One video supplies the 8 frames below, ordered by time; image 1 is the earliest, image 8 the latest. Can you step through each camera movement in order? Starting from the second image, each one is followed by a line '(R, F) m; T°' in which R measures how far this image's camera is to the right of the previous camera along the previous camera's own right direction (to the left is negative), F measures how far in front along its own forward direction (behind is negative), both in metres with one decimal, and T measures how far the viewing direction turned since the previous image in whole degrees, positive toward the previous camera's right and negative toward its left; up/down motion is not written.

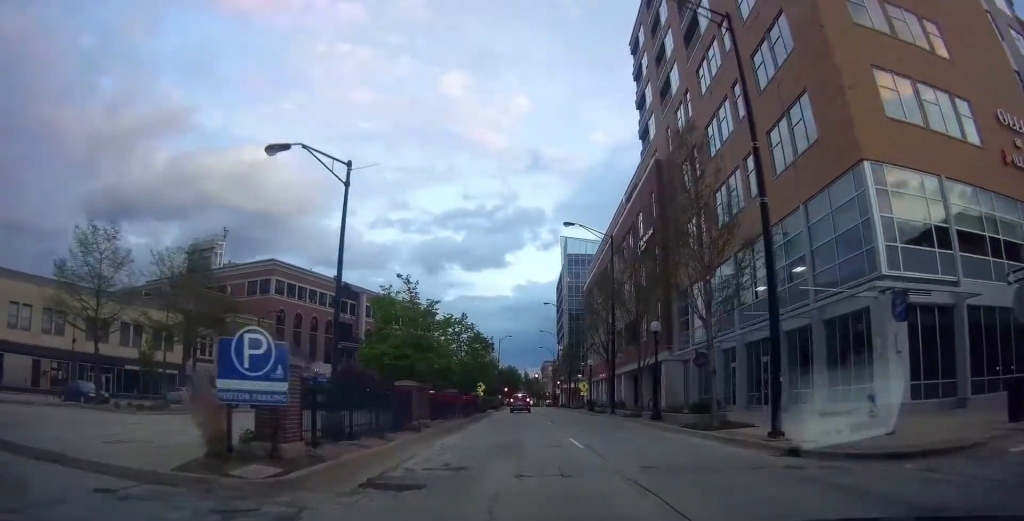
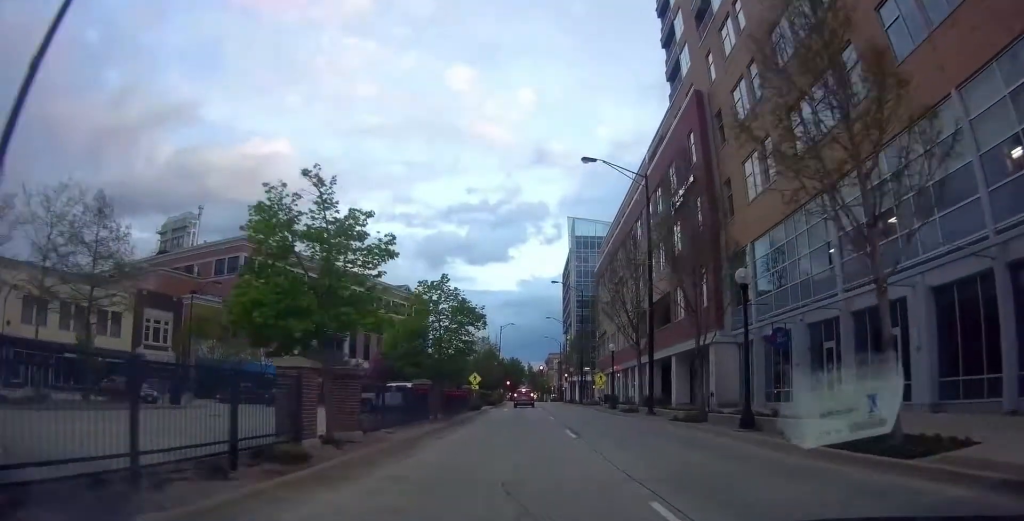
(0.0, +10.3) m; -1°
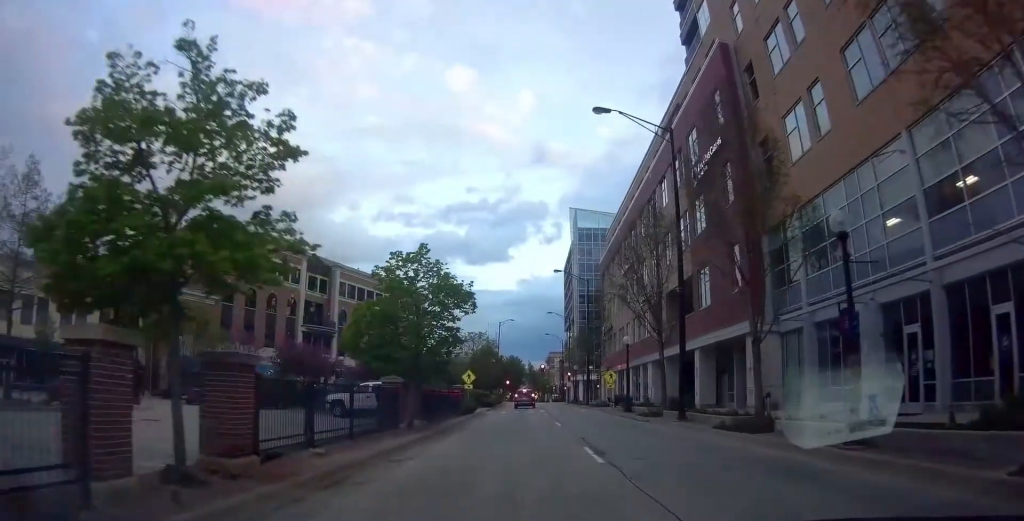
(-0.1, +5.9) m; -1°
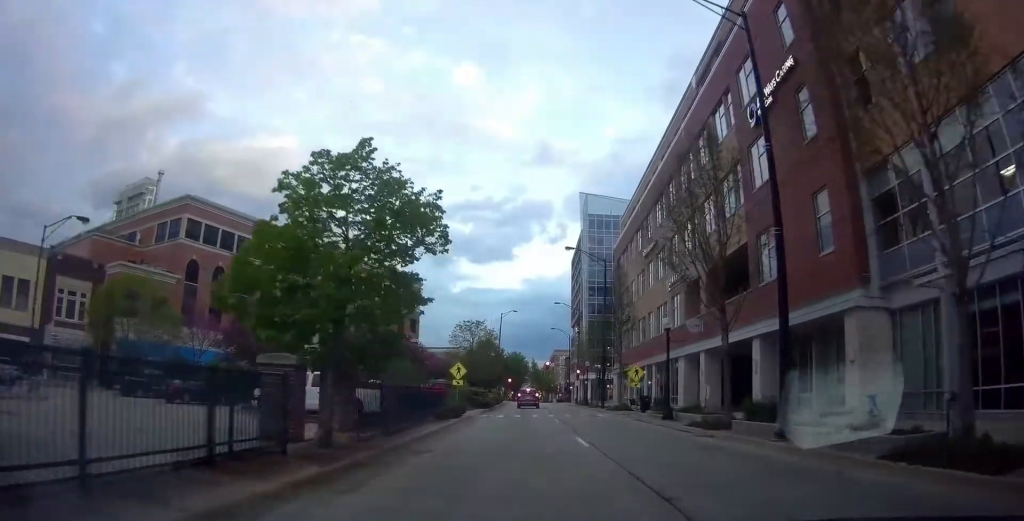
(0.0, +8.7) m; 0°
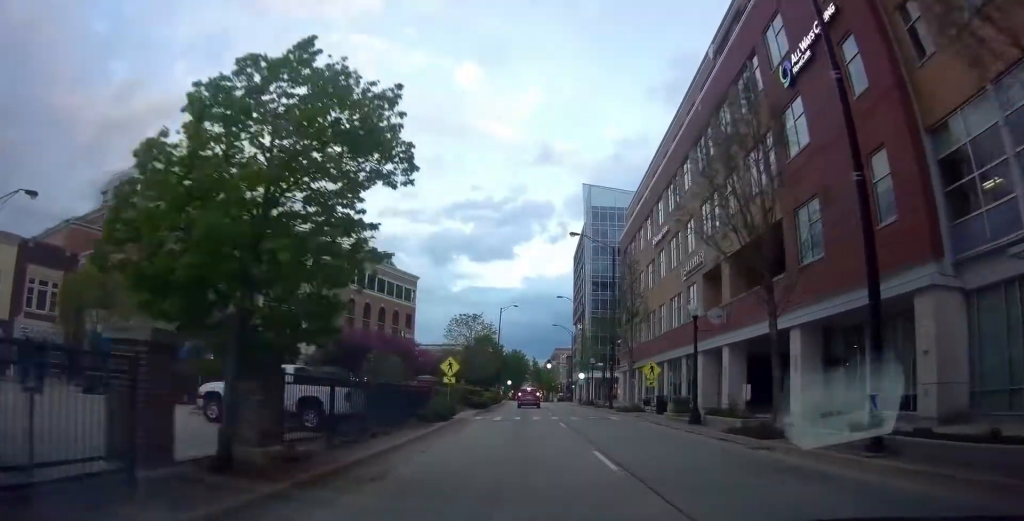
(0.0, +4.2) m; 0°
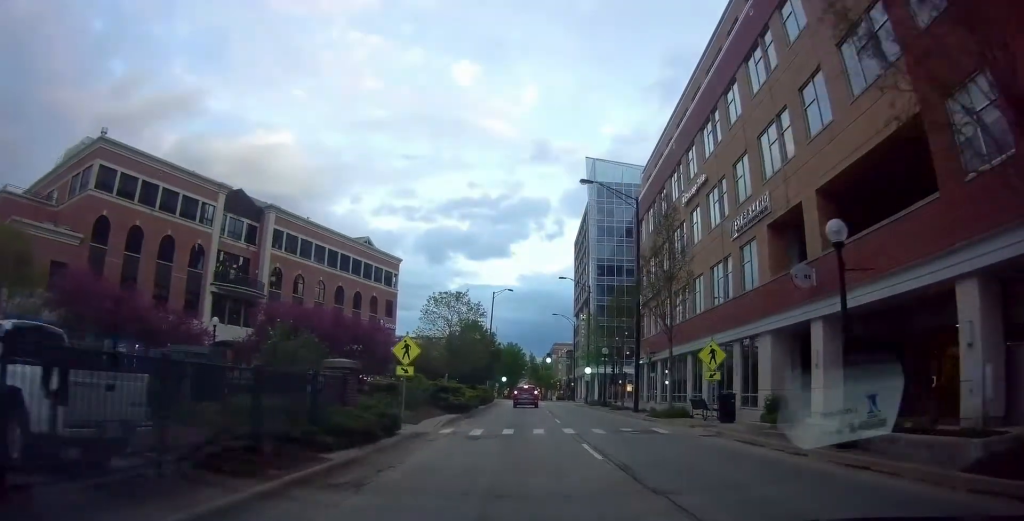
(0.0, +10.6) m; 0°
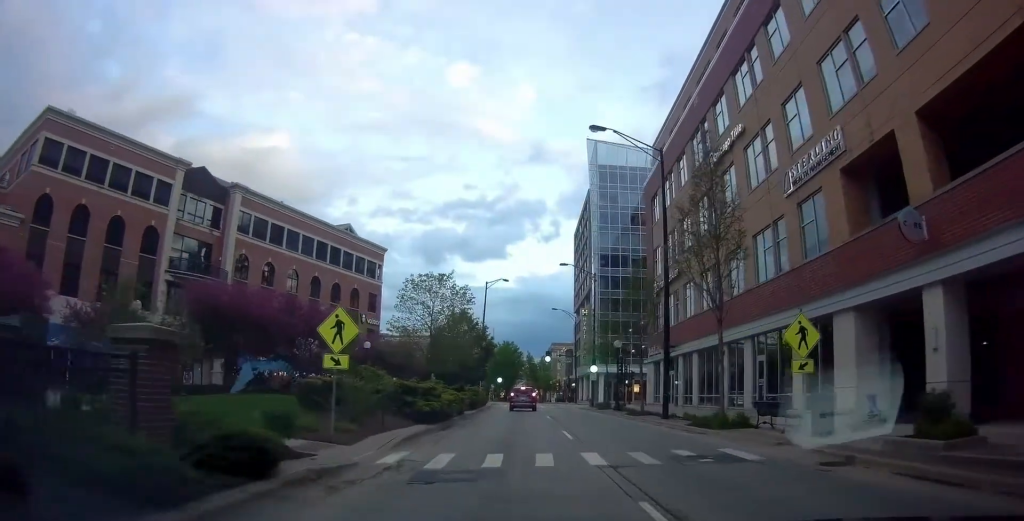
(0.0, +7.7) m; +2°
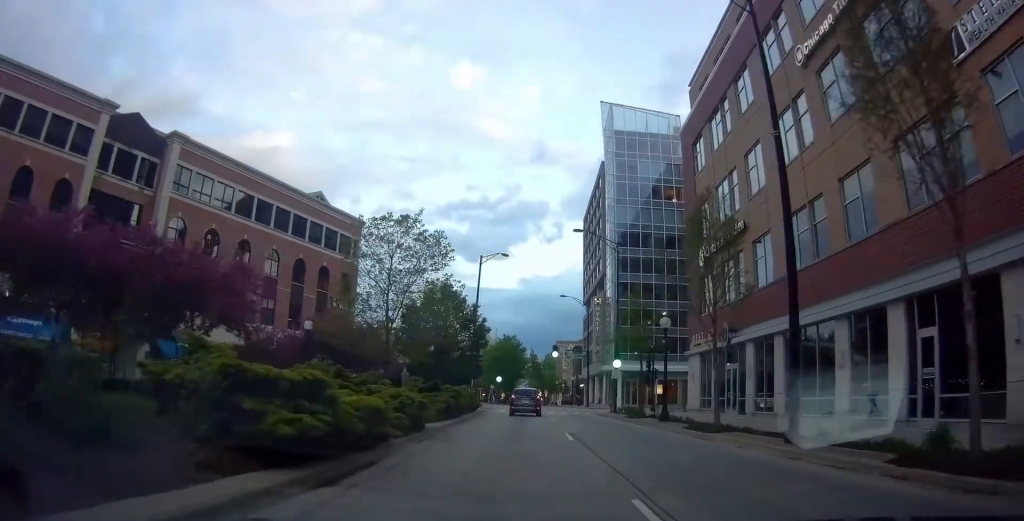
(+0.8, +12.0) m; +3°
